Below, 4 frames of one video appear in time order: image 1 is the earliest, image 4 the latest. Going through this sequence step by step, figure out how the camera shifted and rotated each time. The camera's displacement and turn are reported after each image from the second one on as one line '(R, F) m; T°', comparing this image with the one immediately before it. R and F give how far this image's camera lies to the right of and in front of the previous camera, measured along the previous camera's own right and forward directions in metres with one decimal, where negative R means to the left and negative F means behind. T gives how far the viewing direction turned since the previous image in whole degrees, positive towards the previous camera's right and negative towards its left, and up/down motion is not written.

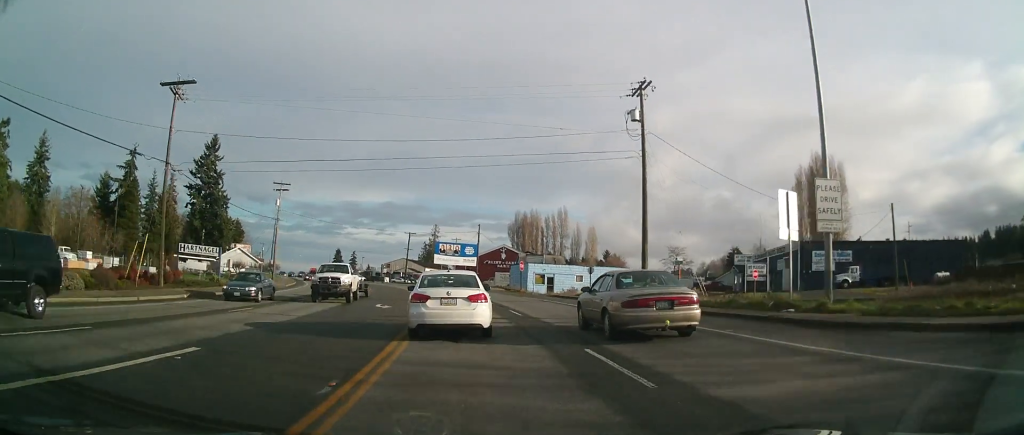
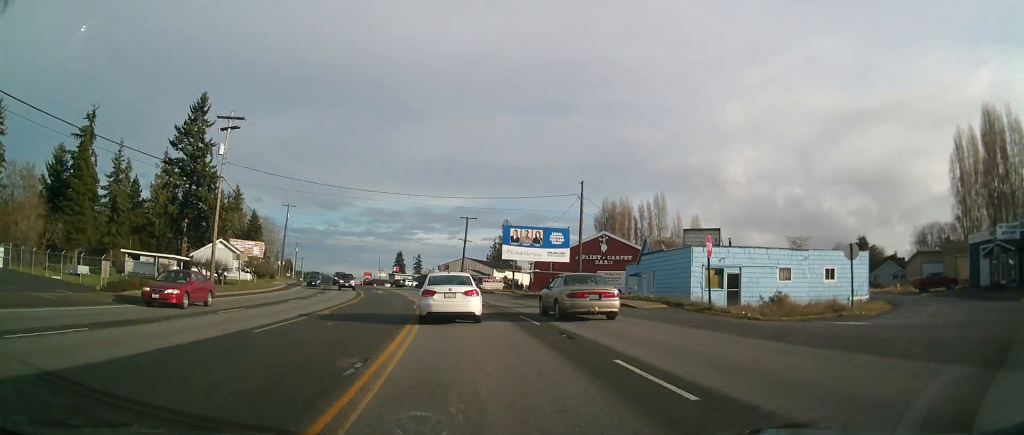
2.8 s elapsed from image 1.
(-2.4, +36.9) m; -9°
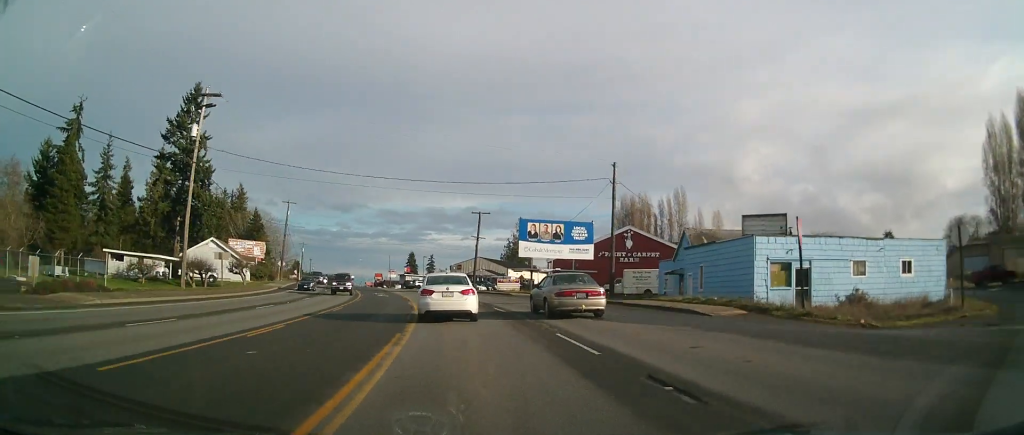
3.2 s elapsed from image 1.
(-0.1, +6.8) m; -1°
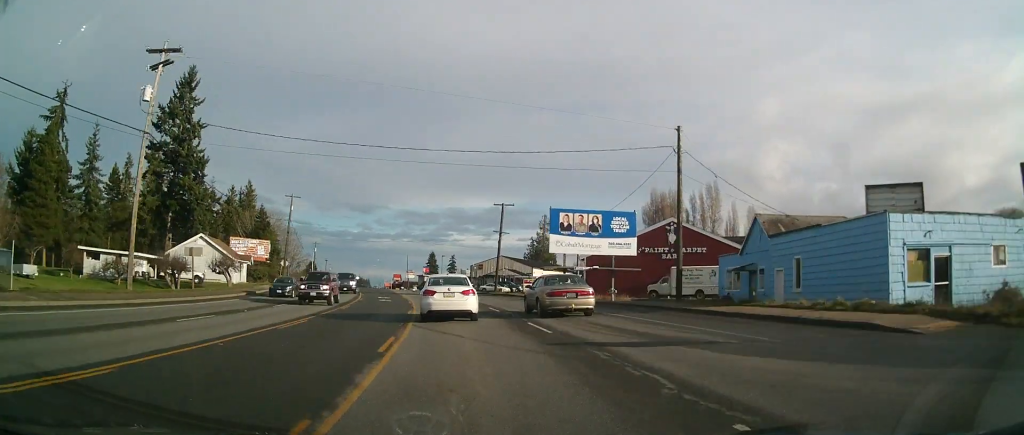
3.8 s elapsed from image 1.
(-0.2, +9.0) m; -1°
